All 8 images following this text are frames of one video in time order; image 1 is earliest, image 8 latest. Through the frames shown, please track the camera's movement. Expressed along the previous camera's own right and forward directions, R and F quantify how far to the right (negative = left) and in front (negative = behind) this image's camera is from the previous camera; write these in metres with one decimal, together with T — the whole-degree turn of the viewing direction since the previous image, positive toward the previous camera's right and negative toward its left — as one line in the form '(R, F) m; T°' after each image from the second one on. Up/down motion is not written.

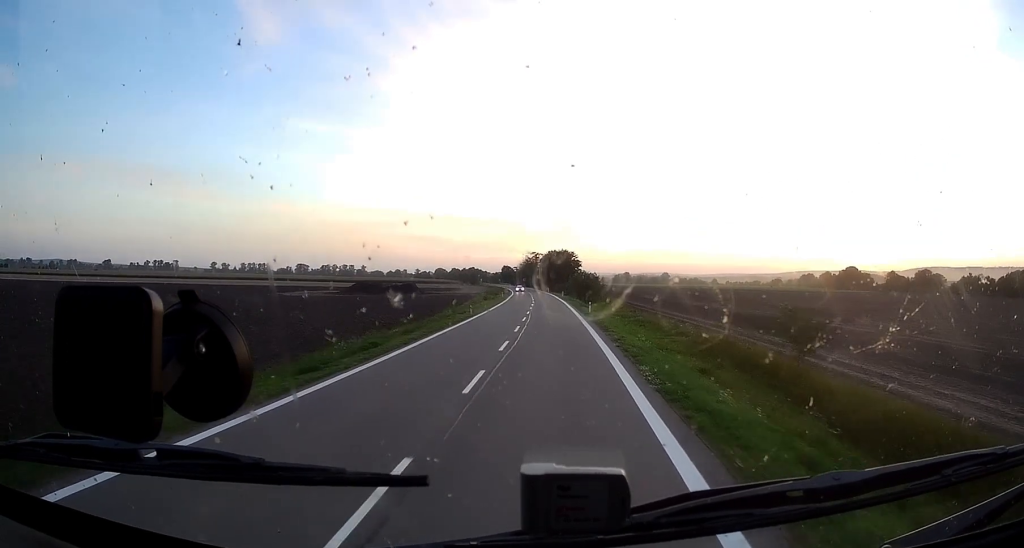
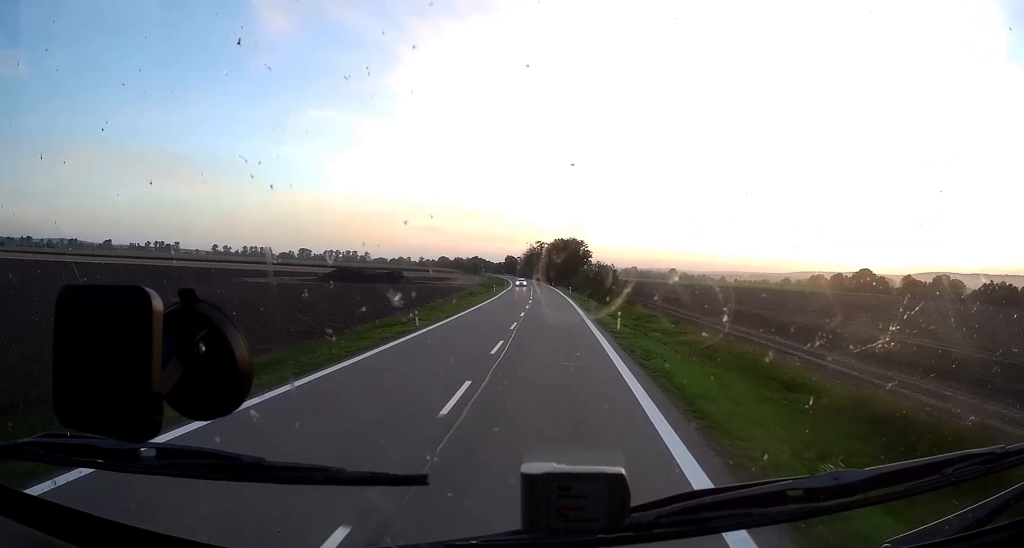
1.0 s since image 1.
(-0.6, +21.5) m; 0°
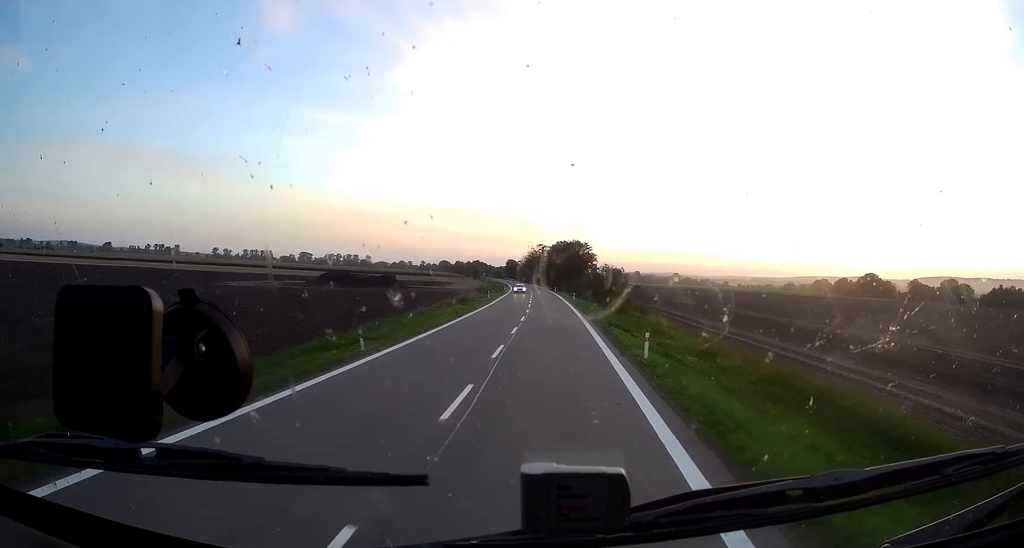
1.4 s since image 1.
(+0.1, +8.9) m; 0°
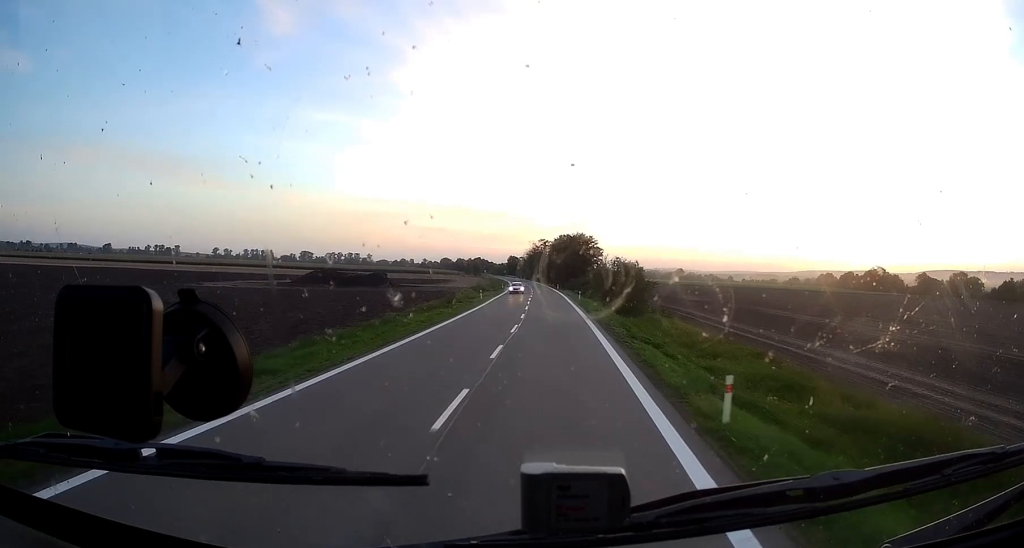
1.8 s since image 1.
(+0.2, +9.8) m; 0°
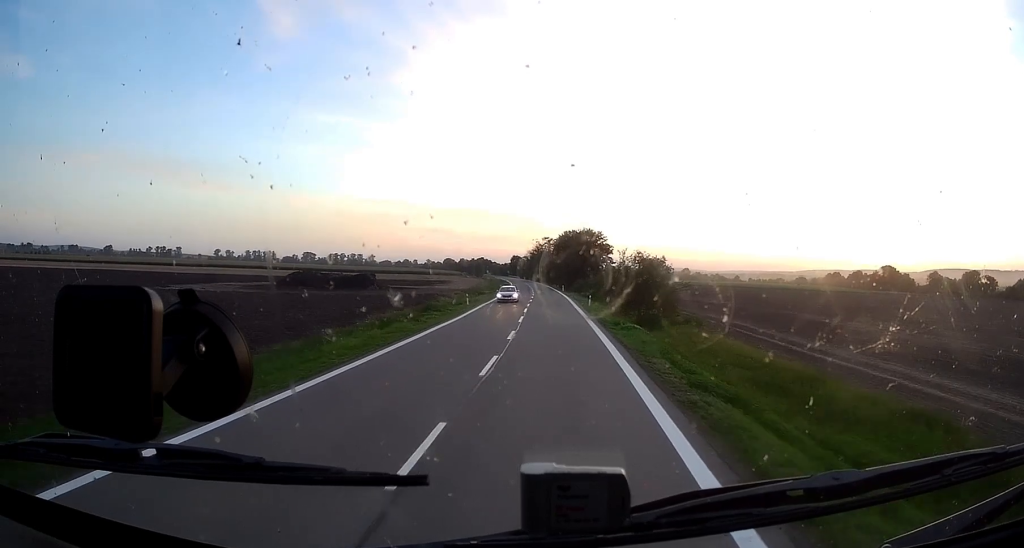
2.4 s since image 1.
(0.0, +12.5) m; 0°
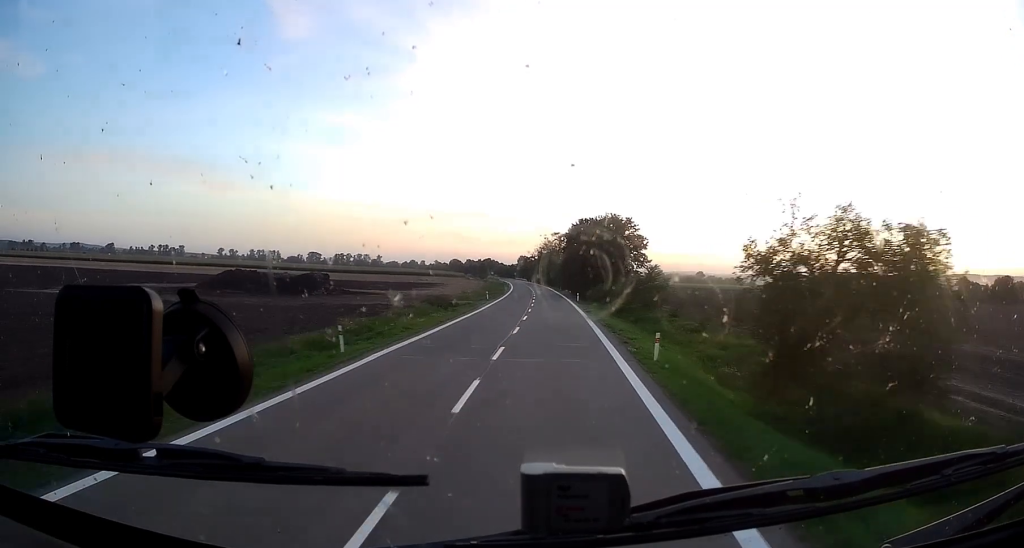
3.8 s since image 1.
(-0.5, +31.3) m; 0°
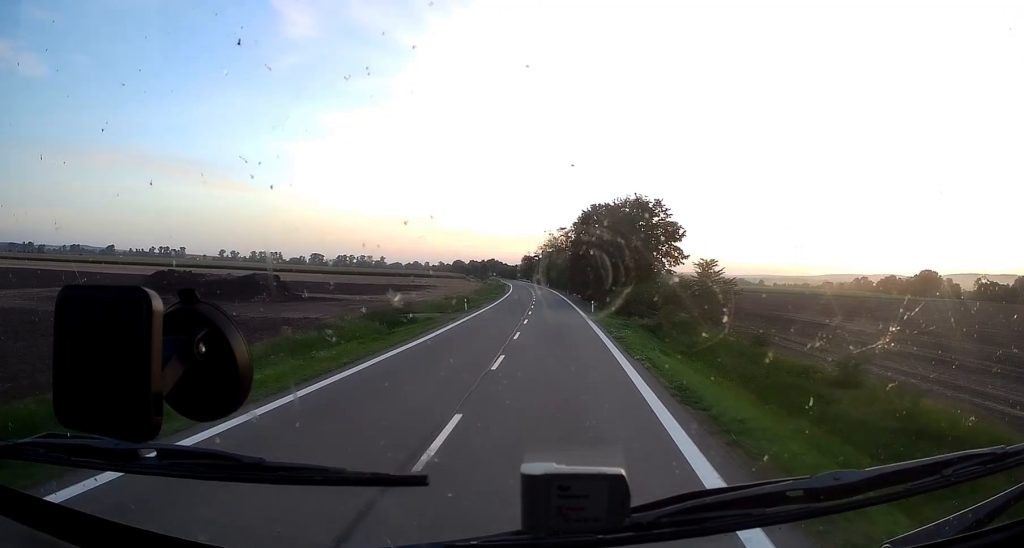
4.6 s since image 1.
(+0.3, +19.7) m; 0°
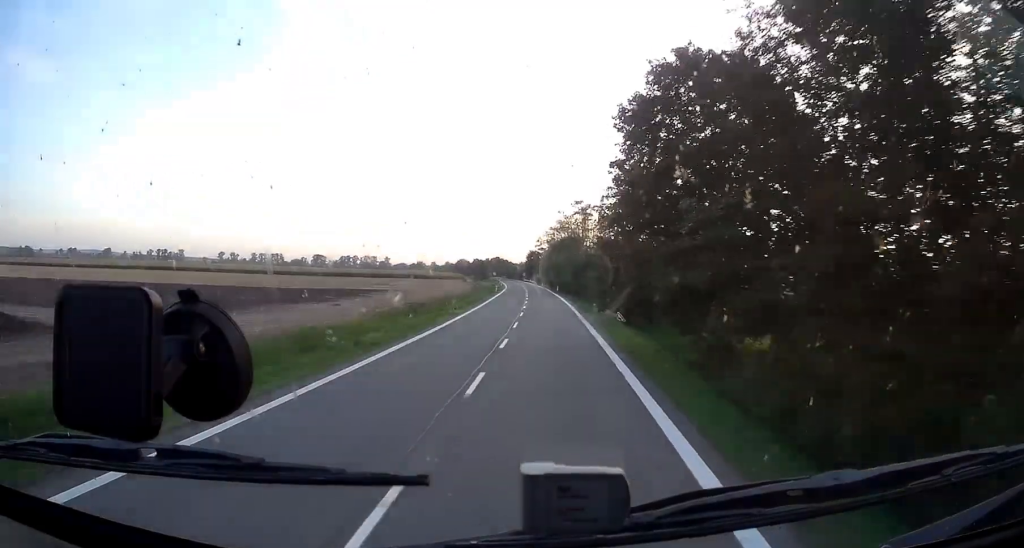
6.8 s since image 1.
(-0.9, +49.9) m; -2°
